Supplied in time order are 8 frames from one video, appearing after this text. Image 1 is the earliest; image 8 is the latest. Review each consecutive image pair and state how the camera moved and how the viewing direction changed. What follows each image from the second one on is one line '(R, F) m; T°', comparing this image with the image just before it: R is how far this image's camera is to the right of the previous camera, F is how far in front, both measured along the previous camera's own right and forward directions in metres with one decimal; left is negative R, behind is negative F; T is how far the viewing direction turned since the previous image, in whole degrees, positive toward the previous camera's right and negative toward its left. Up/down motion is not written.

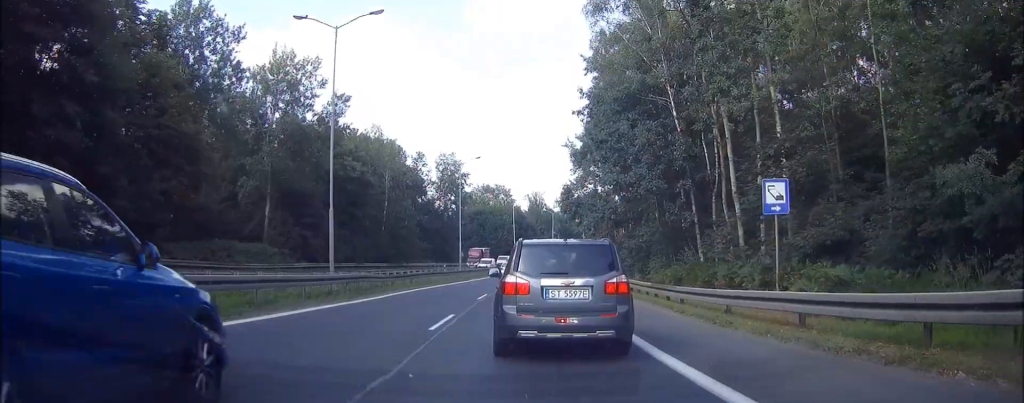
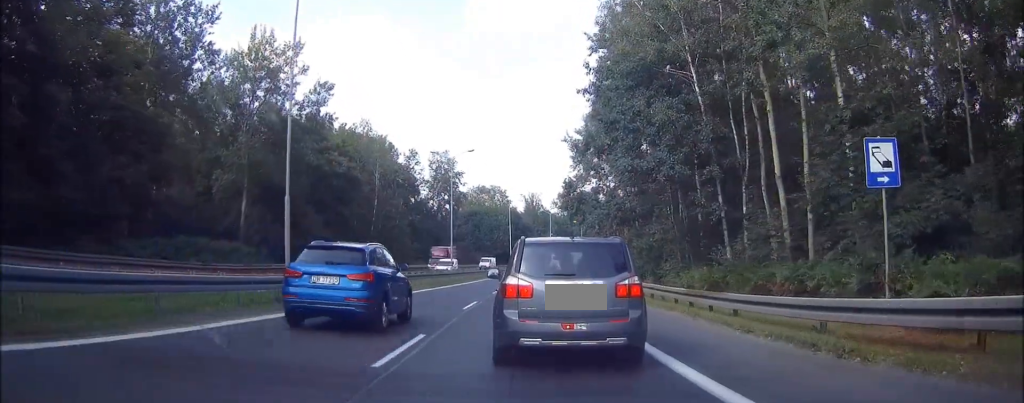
(+0.1, +4.6) m; +1°
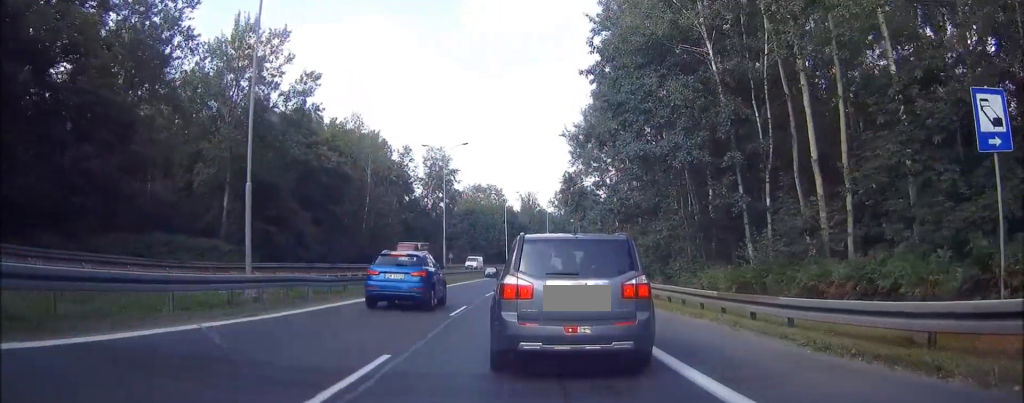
(0.0, +2.9) m; +1°
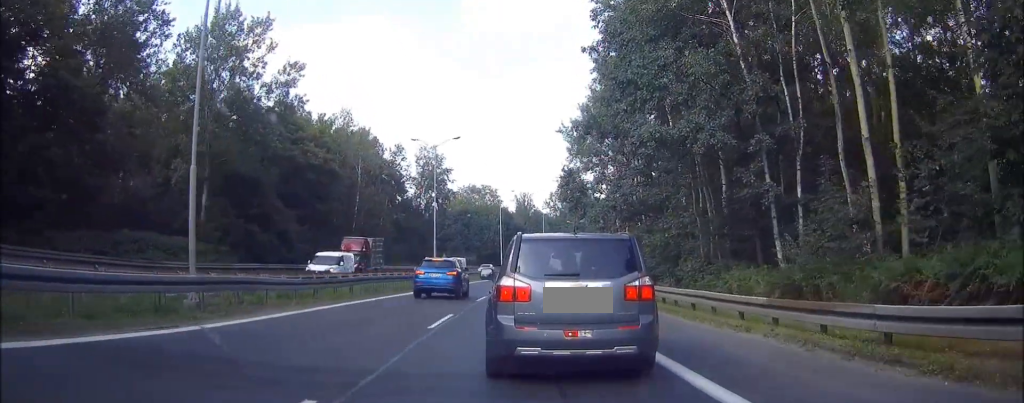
(0.0, +3.3) m; 0°
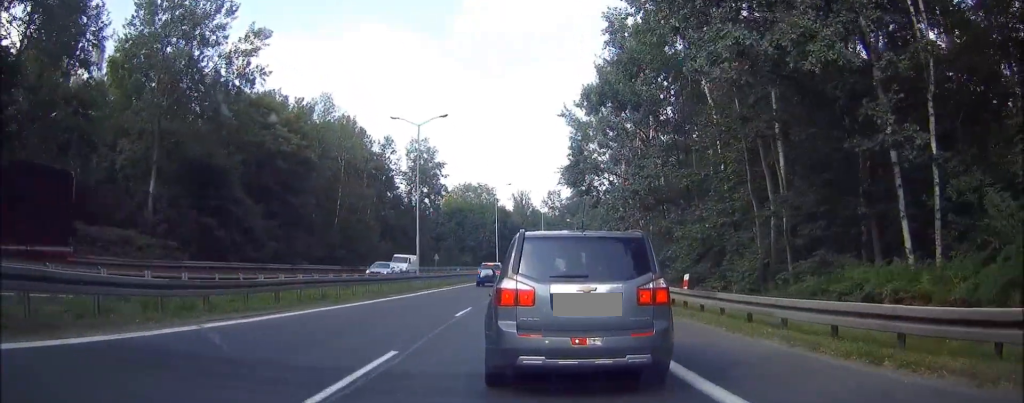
(0.0, +8.0) m; -1°
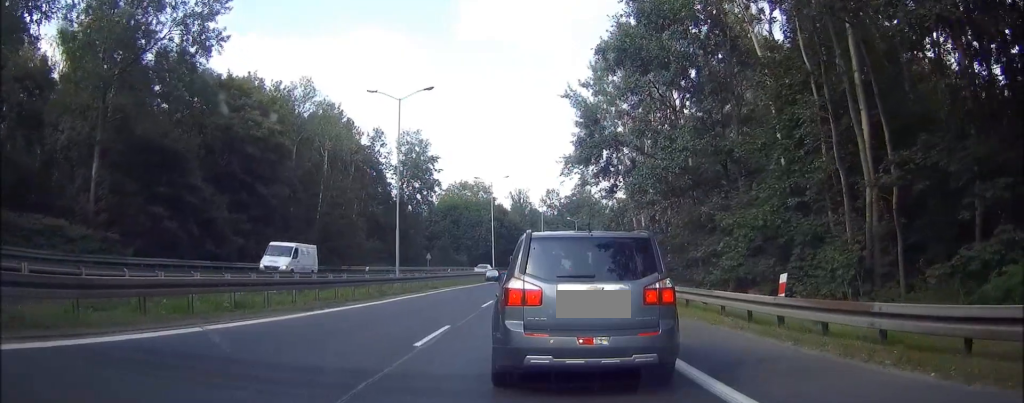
(-0.2, +6.6) m; -1°
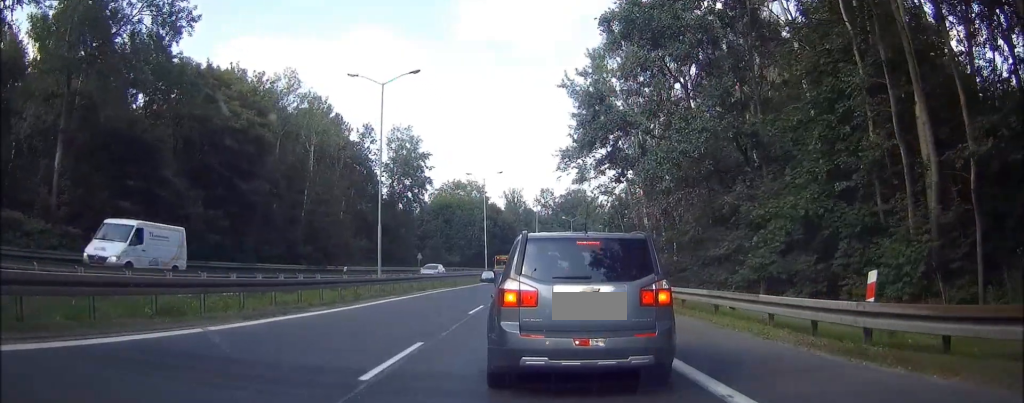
(+0.1, +2.7) m; +1°
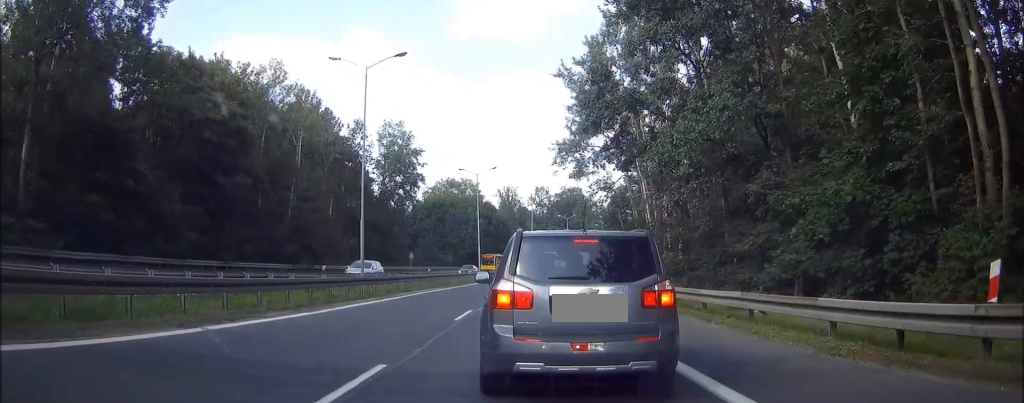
(0.0, +1.9) m; 0°
